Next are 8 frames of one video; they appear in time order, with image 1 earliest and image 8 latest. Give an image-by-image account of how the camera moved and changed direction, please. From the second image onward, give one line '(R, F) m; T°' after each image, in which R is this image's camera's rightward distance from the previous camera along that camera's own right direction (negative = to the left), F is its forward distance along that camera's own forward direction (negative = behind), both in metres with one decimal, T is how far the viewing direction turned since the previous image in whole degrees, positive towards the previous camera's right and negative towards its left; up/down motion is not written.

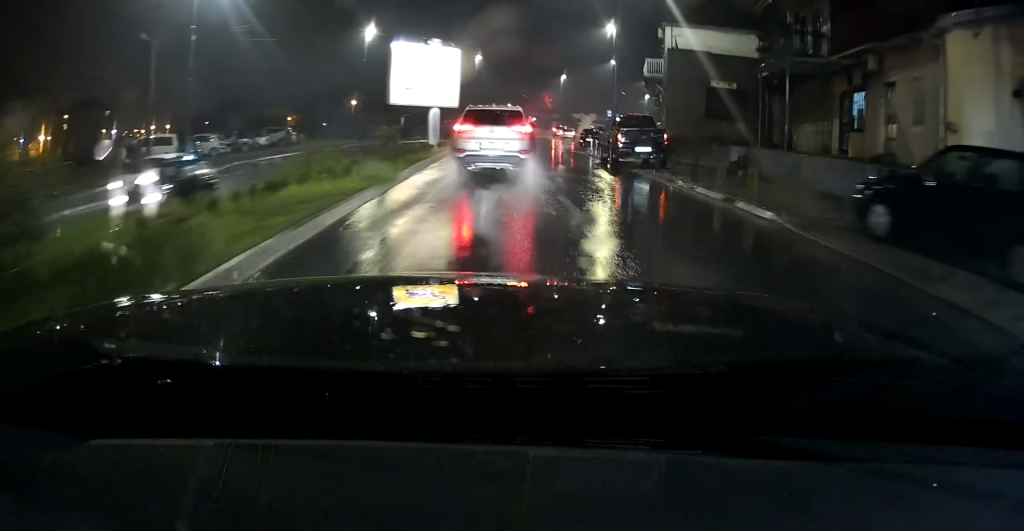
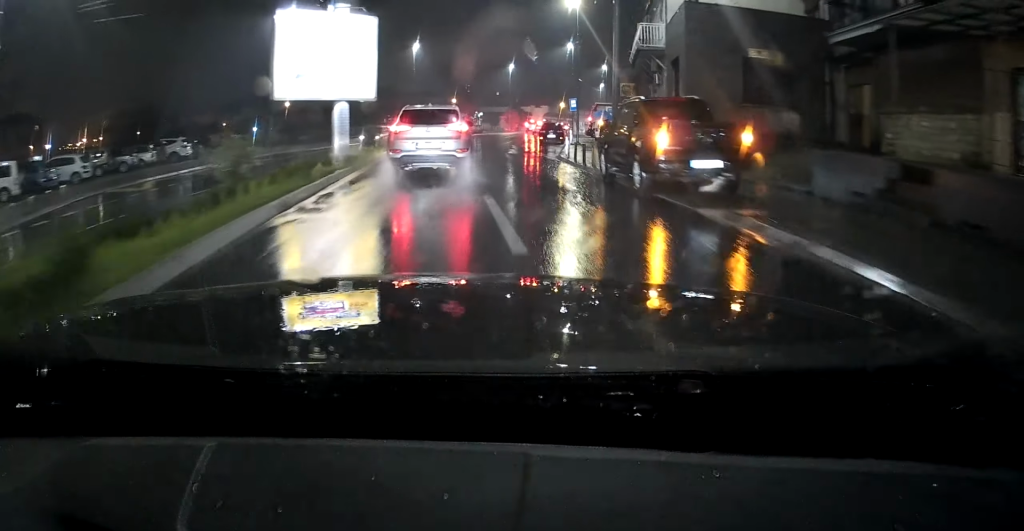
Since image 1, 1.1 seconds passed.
(0.0, +8.4) m; 0°
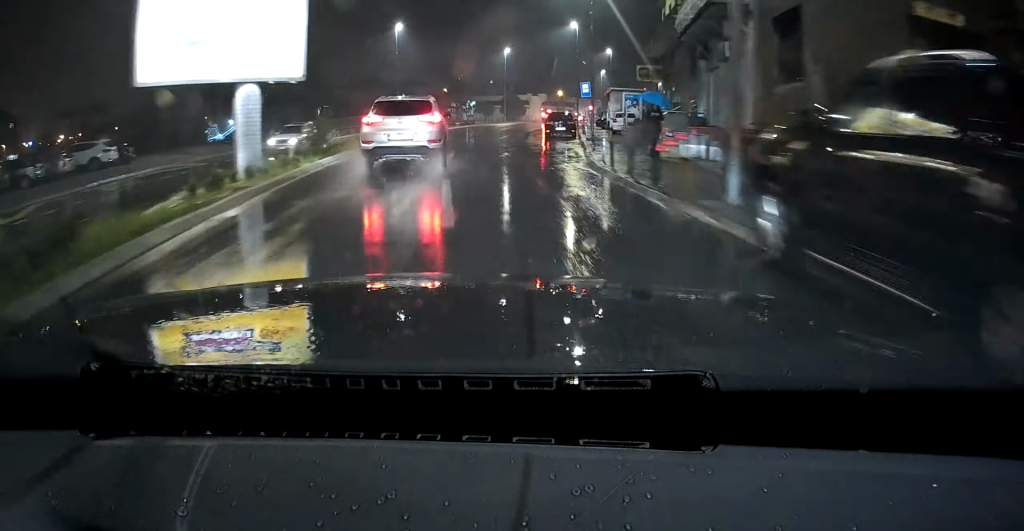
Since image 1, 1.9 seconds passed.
(0.0, +7.7) m; +1°
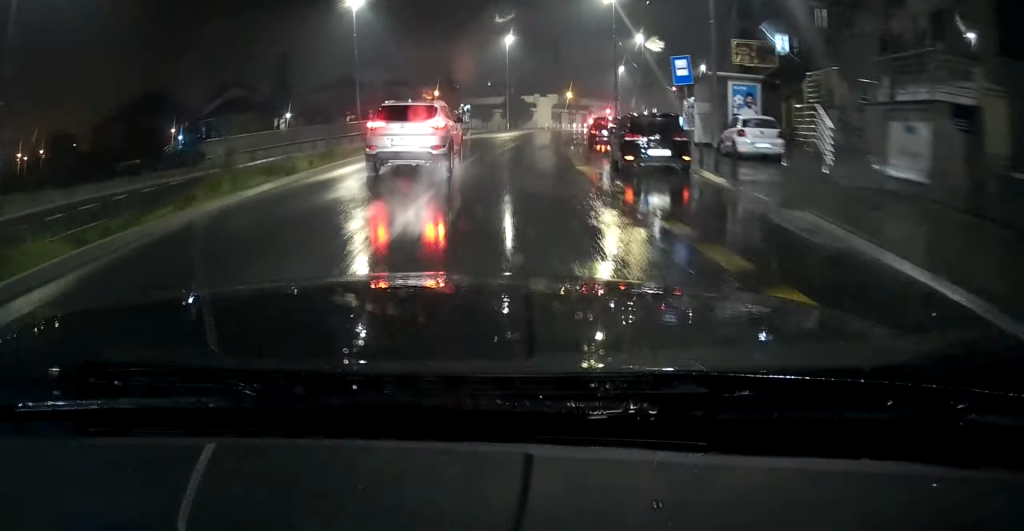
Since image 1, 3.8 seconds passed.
(+0.4, +17.6) m; +4°
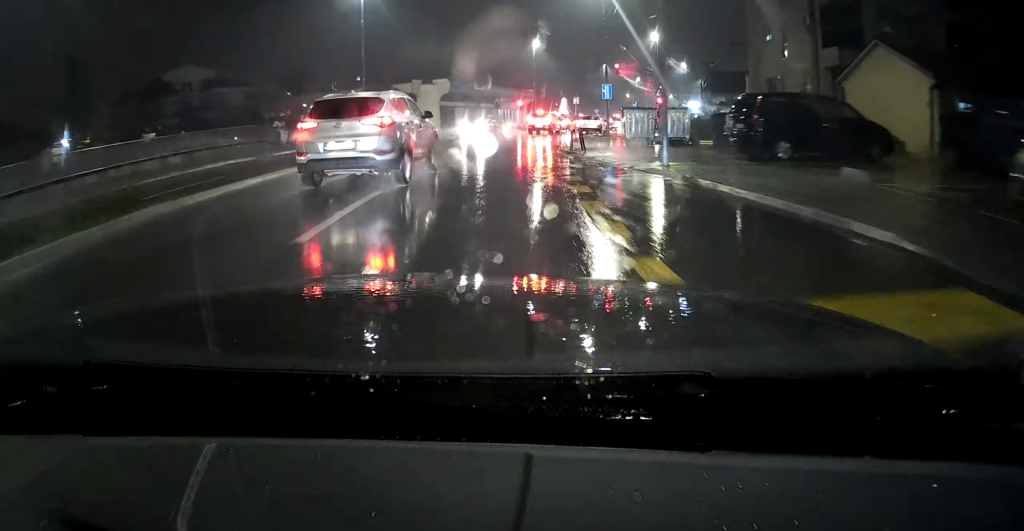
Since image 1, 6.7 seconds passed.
(+1.6, +25.3) m; +7°
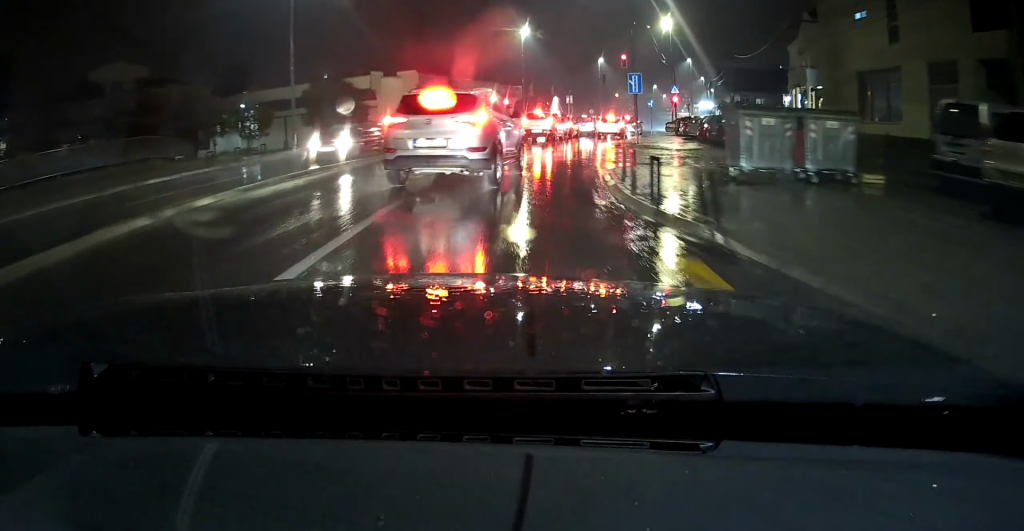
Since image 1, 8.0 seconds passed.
(+0.3, +9.5) m; +3°
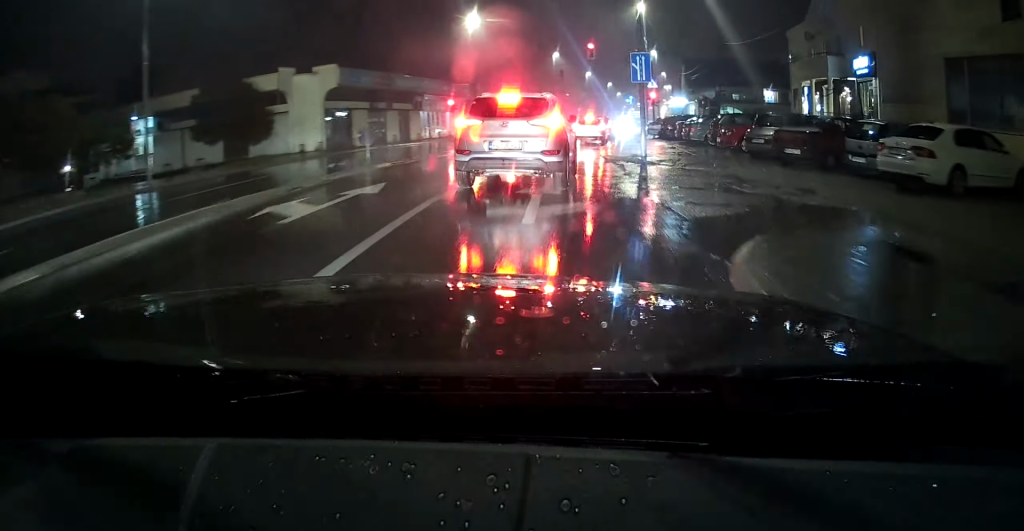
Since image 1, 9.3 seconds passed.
(+0.2, +8.0) m; +3°
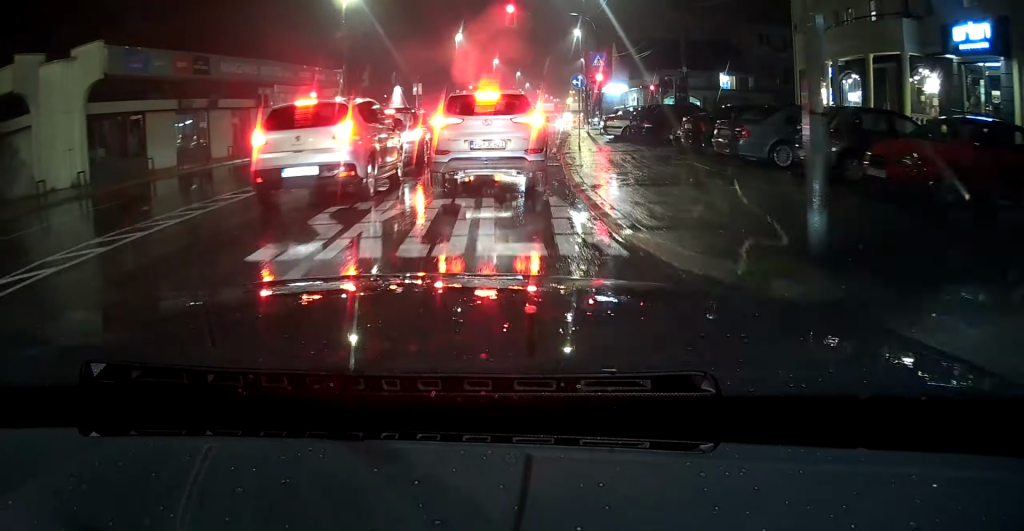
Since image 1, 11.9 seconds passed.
(+0.7, +12.8) m; +6°
